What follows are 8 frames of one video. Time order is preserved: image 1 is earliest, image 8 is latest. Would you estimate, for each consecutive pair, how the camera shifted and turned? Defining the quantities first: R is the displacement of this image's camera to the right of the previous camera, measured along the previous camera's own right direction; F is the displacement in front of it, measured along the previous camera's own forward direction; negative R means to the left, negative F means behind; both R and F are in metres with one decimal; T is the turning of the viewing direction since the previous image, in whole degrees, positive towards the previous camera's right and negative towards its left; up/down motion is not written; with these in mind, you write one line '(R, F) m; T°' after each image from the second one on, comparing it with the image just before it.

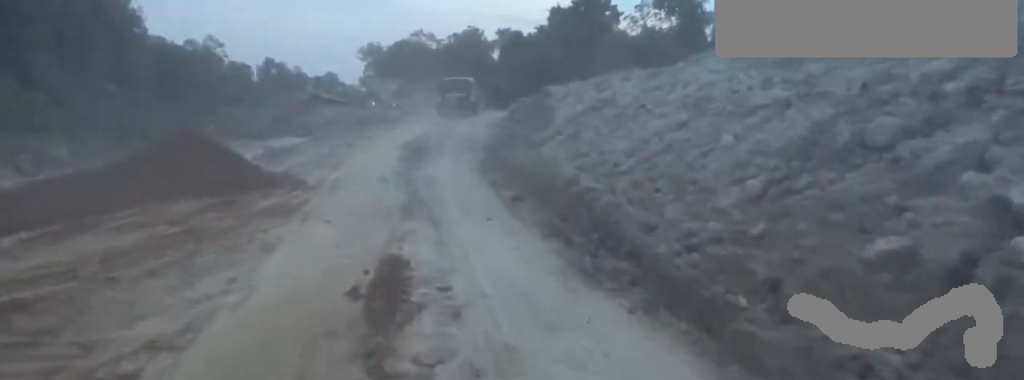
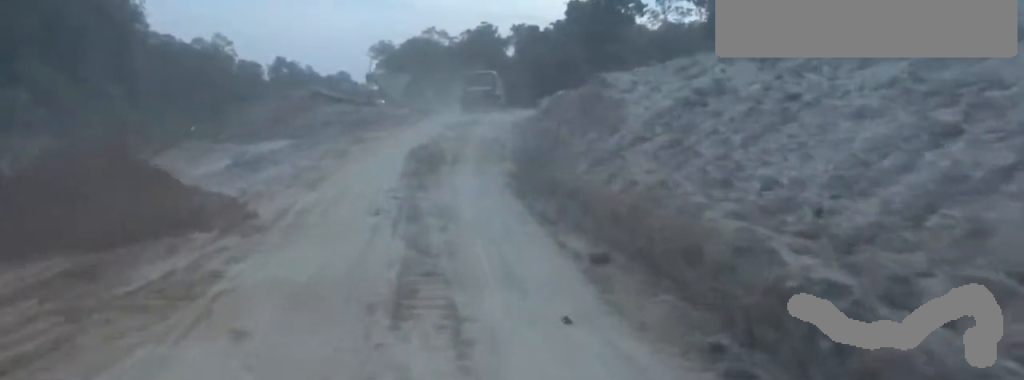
(0.0, +3.8) m; +3°
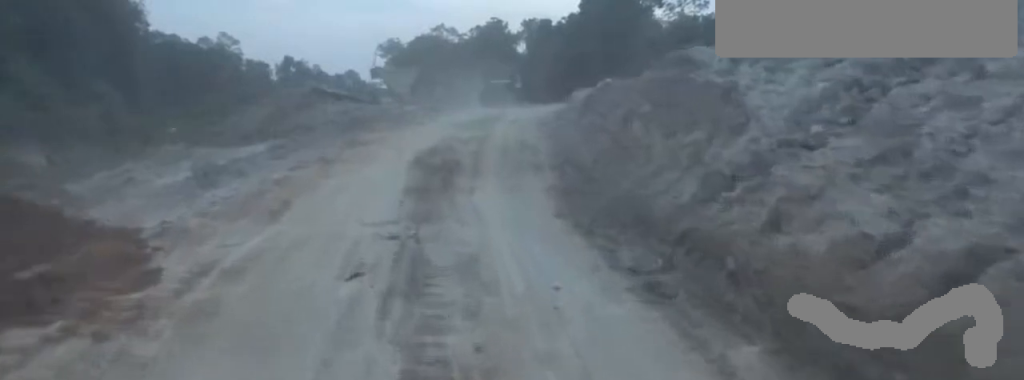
(0.0, +2.9) m; +5°
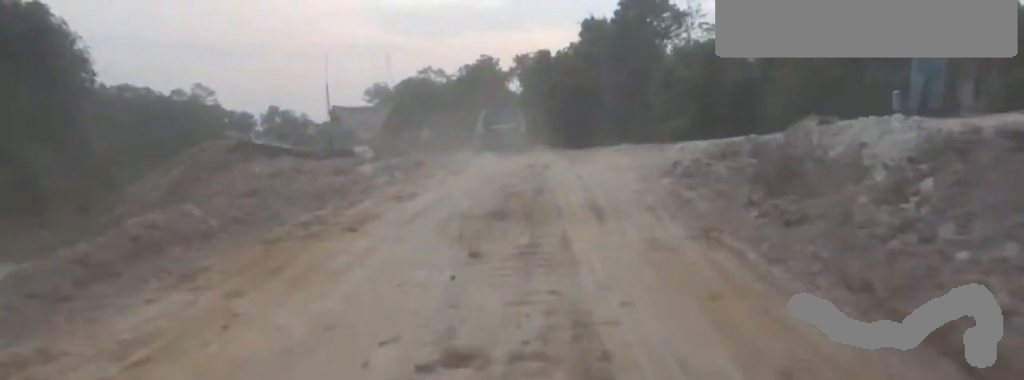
(+0.3, +10.2) m; -5°
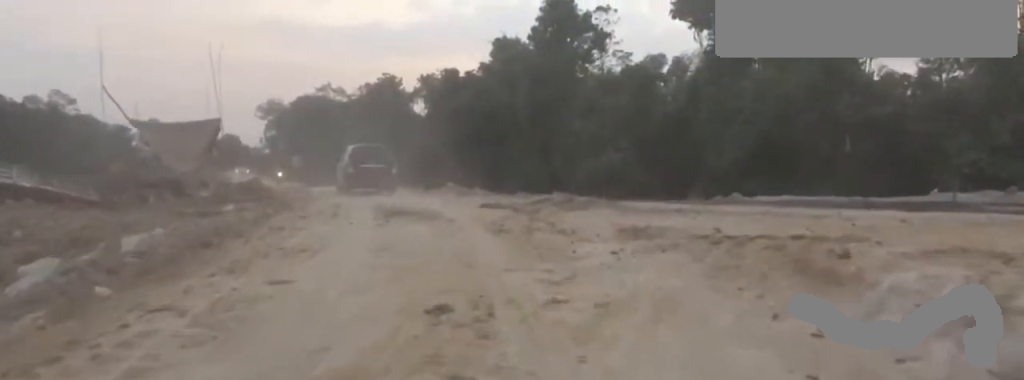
(+0.2, +7.8) m; +6°
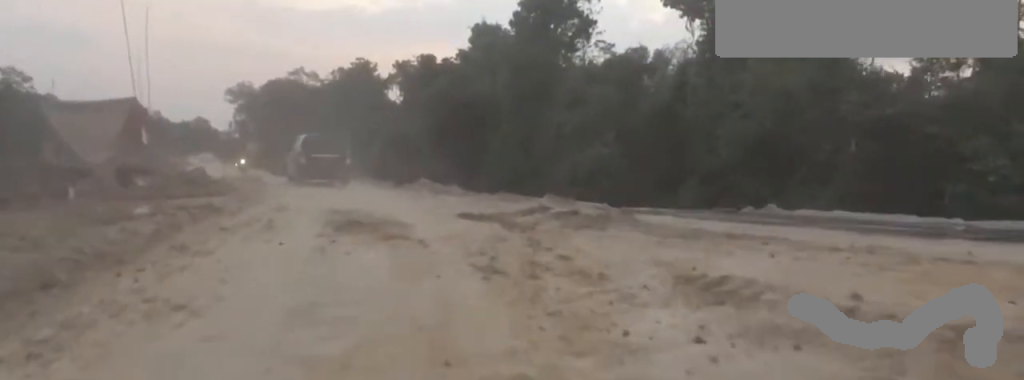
(+0.3, +2.6) m; 0°
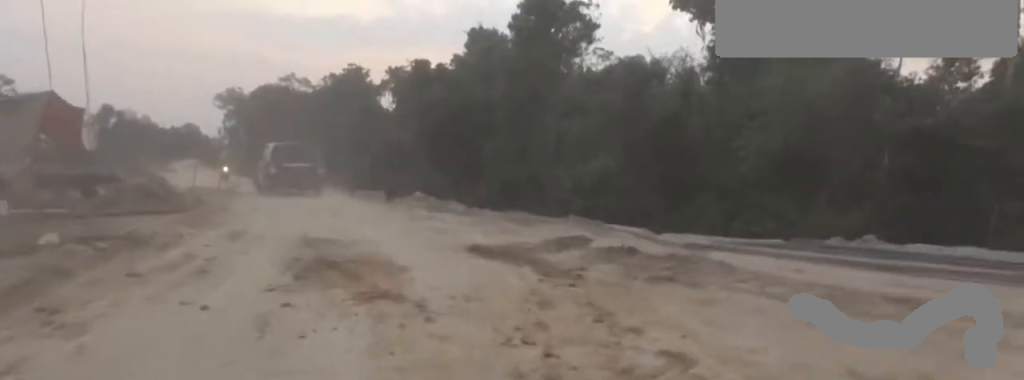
(0.0, +2.5) m; -2°
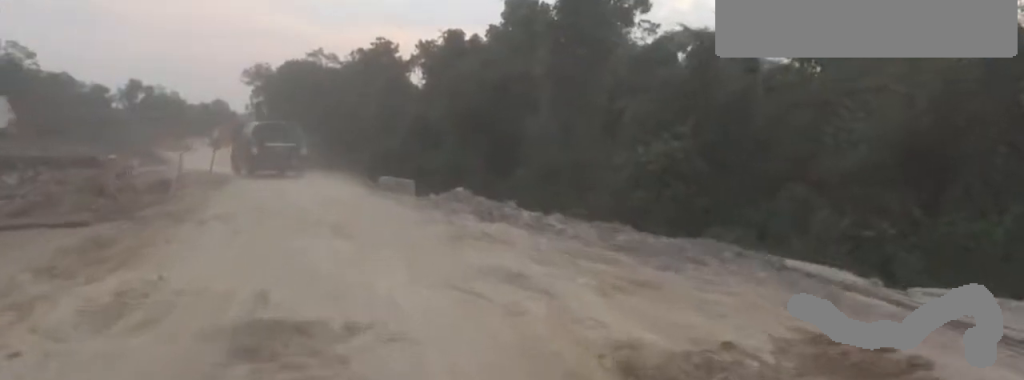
(-0.5, +4.6) m; -4°
